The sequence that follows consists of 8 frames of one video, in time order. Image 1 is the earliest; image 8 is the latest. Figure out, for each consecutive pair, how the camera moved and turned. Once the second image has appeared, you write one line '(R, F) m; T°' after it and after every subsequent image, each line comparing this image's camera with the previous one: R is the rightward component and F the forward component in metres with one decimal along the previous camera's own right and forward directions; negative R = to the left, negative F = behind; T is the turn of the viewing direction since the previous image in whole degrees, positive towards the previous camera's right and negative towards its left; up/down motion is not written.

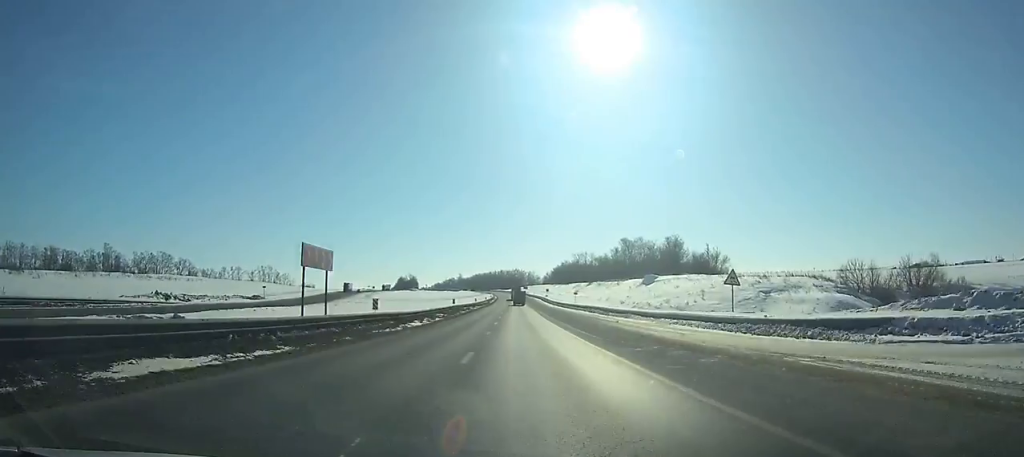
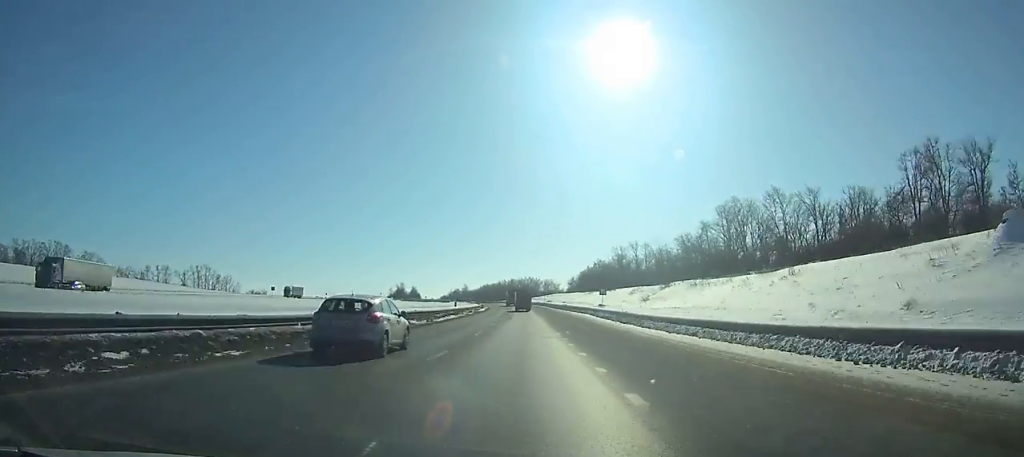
(-0.5, +109.1) m; -1°
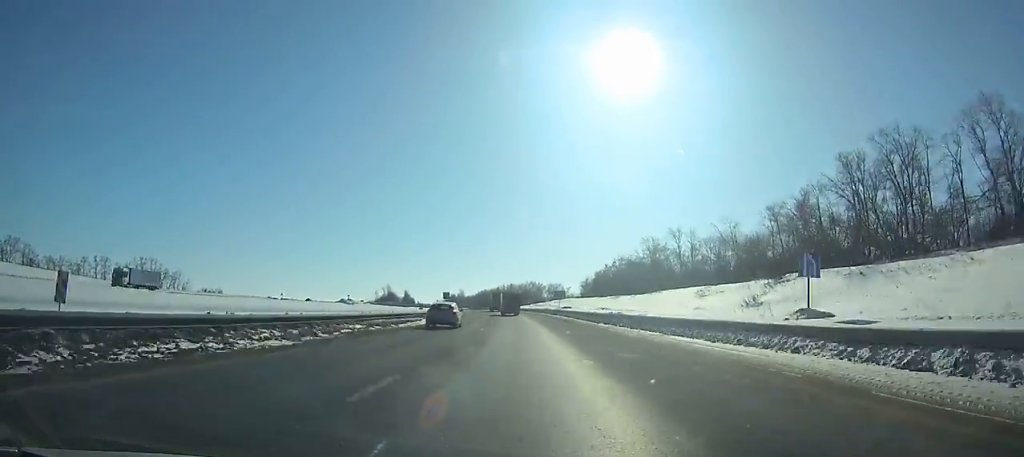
(-0.4, +53.8) m; -1°
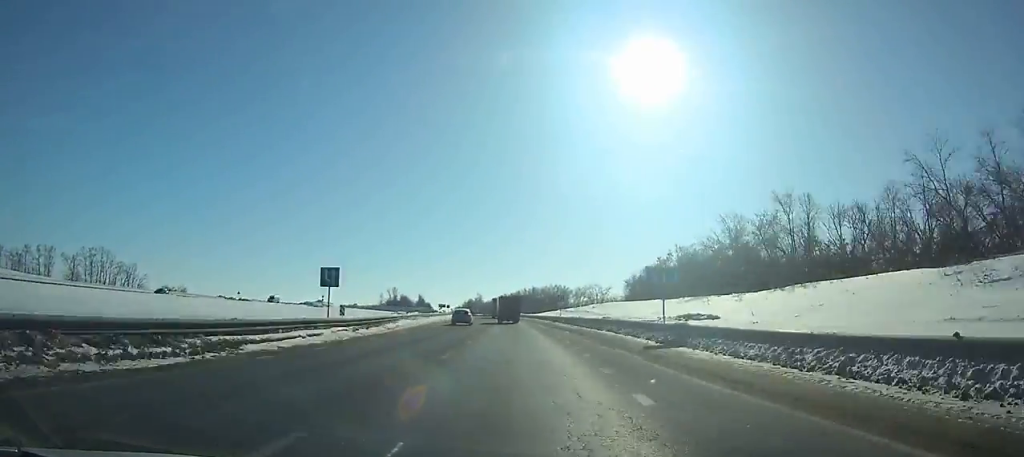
(-0.2, +52.7) m; -1°
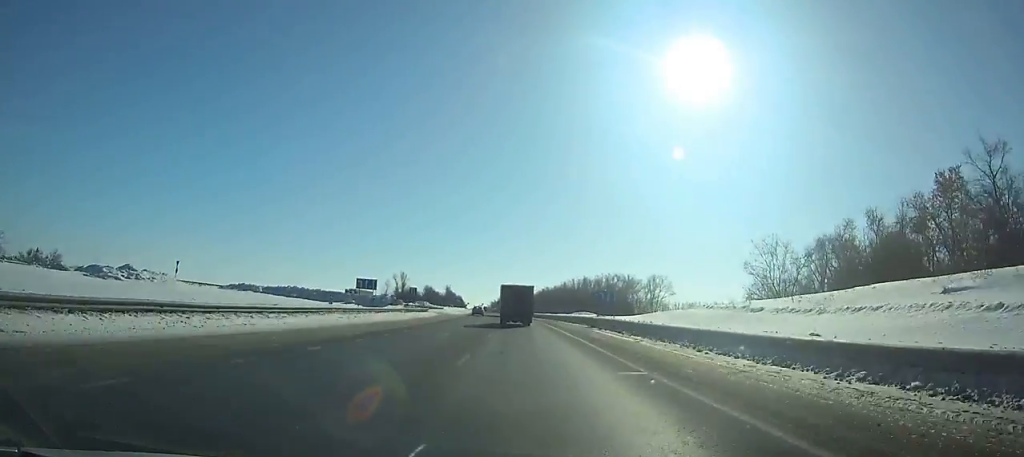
(-3.2, +99.4) m; -4°
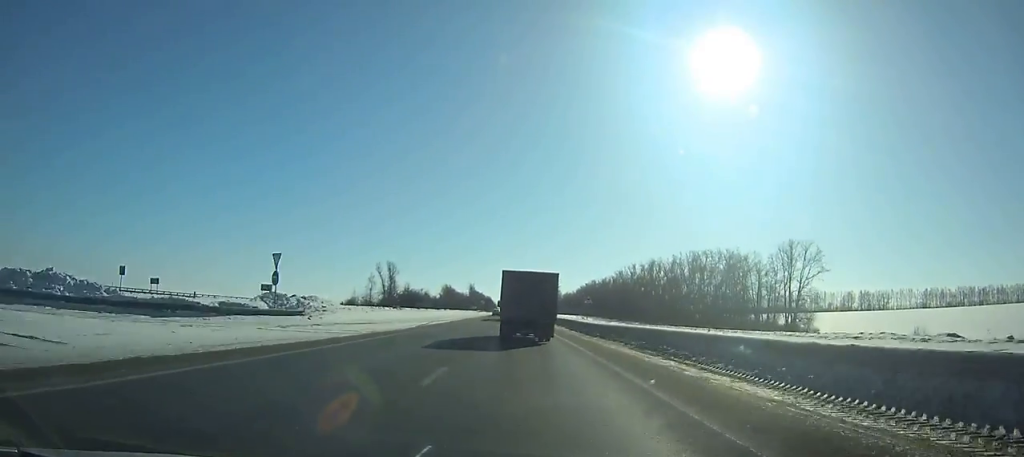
(-3.5, +98.4) m; -4°
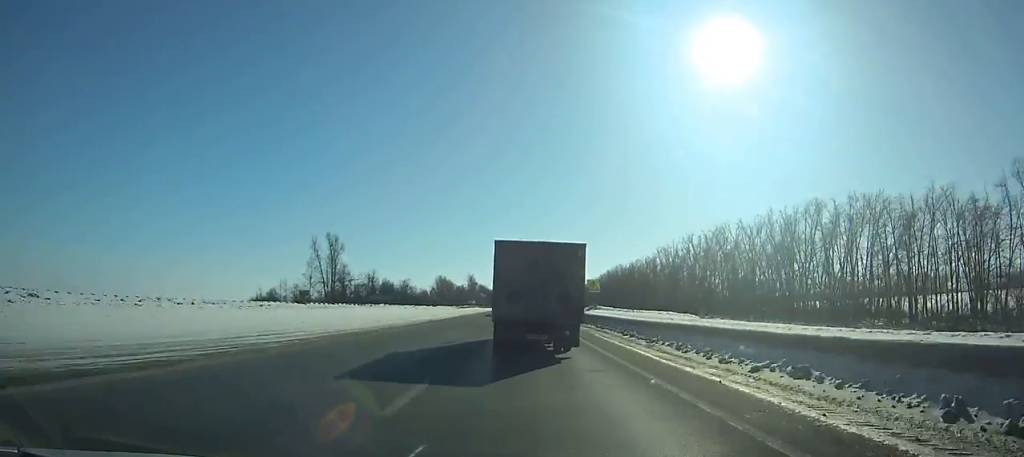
(-1.6, +73.9) m; -1°
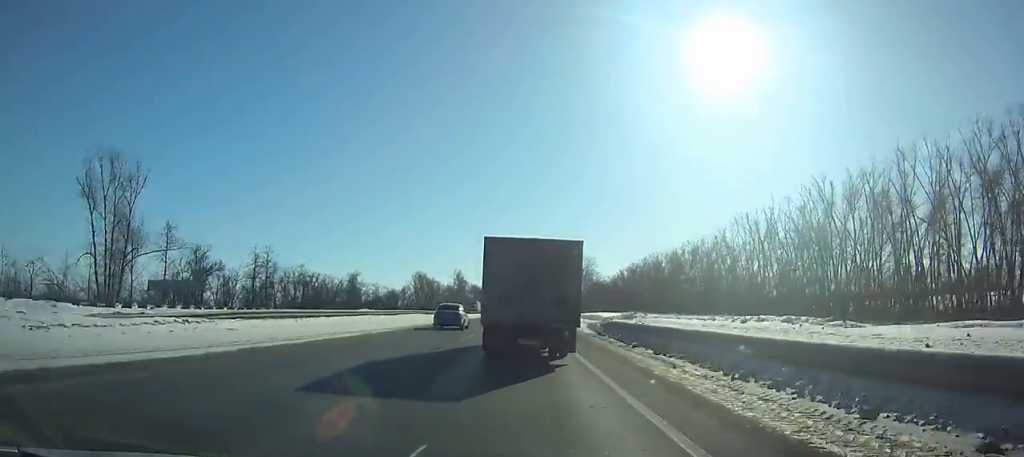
(-0.1, +81.7) m; 0°
